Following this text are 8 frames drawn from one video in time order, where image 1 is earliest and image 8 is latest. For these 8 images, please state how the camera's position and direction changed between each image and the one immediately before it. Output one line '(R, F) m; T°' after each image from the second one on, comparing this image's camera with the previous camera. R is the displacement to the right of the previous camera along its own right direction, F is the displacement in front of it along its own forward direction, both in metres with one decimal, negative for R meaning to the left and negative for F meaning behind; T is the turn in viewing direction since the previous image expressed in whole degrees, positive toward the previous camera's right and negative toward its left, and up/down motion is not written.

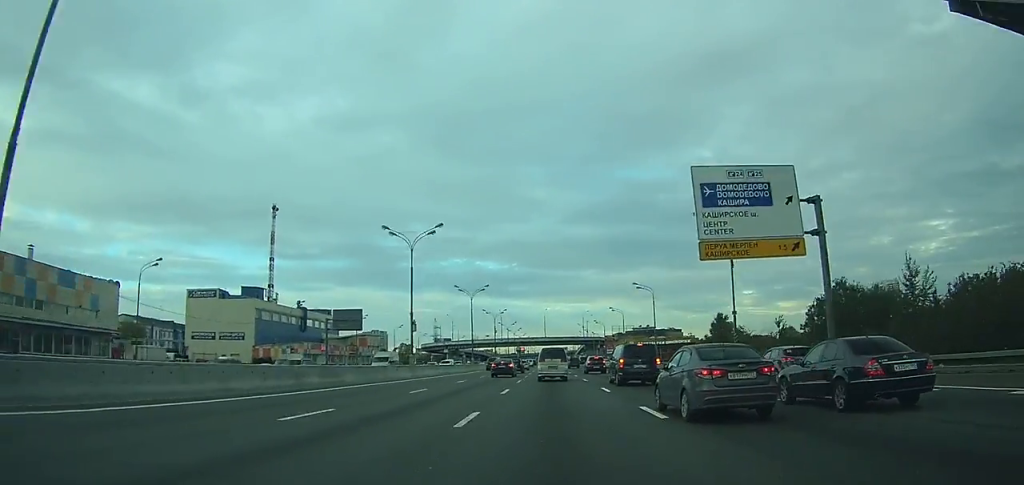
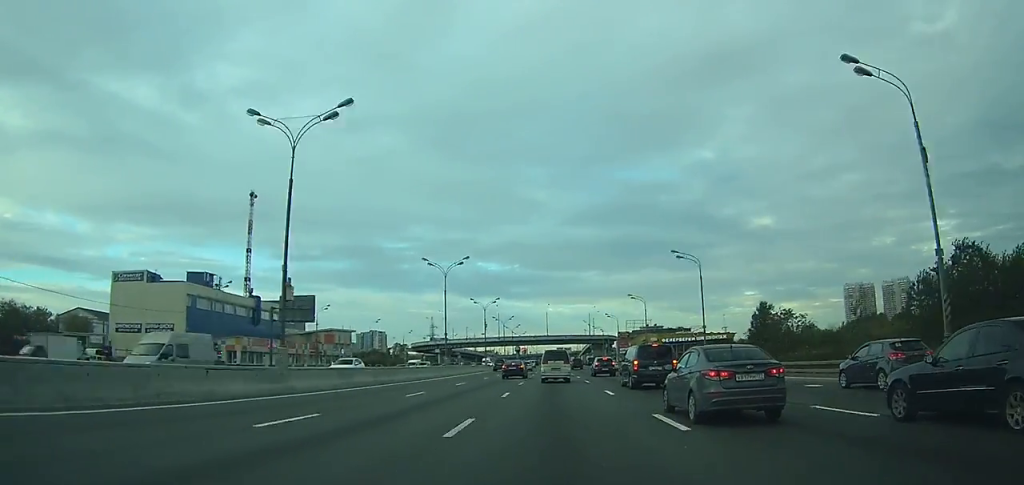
(-0.1, +23.7) m; 0°
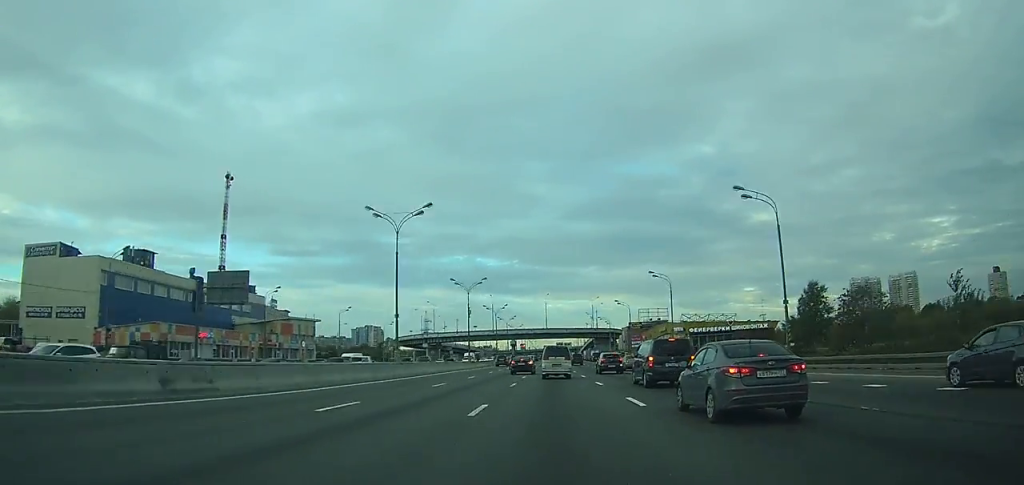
(-0.1, +19.5) m; 0°
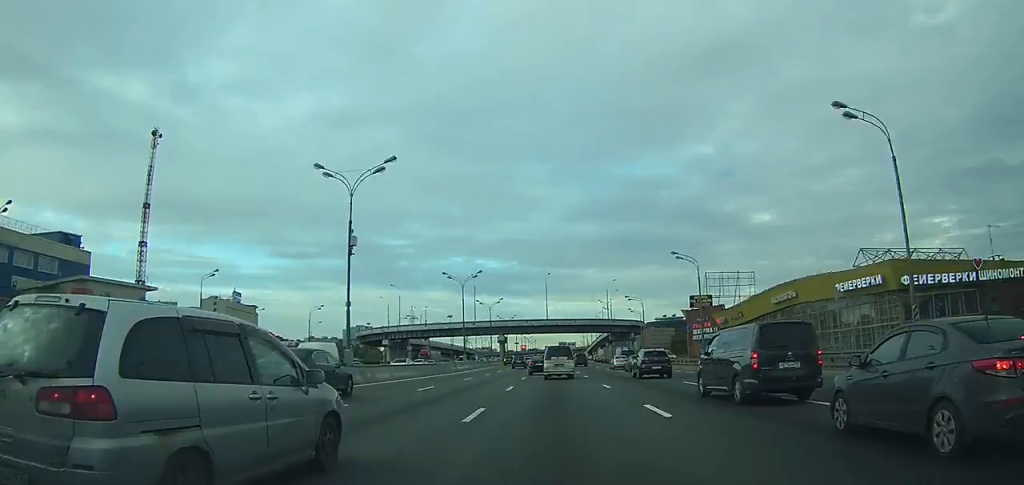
(+0.1, +49.1) m; 0°
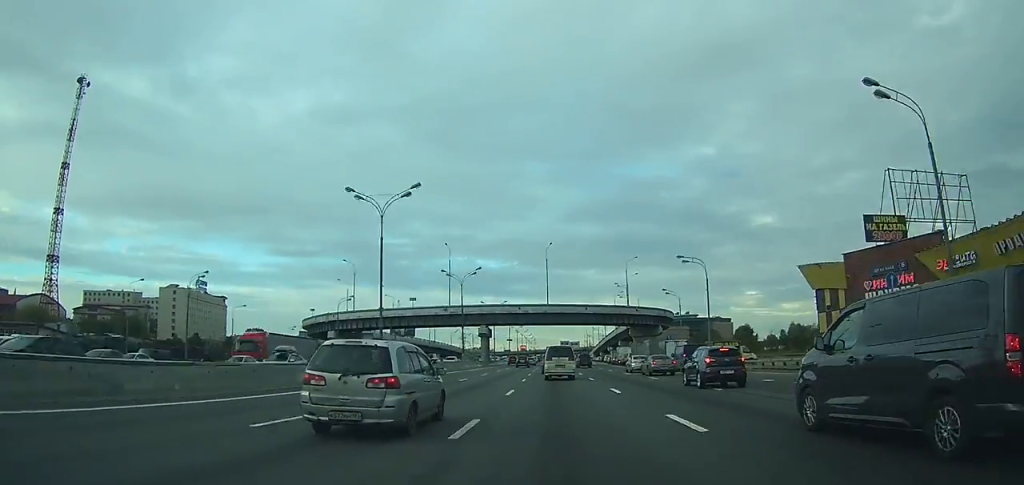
(0.0, +41.0) m; 0°
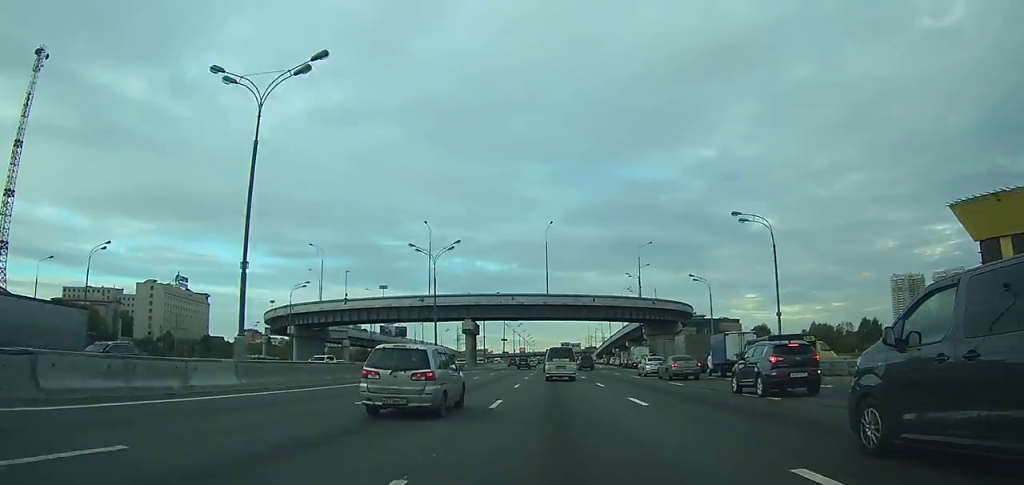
(-0.1, +19.0) m; 0°
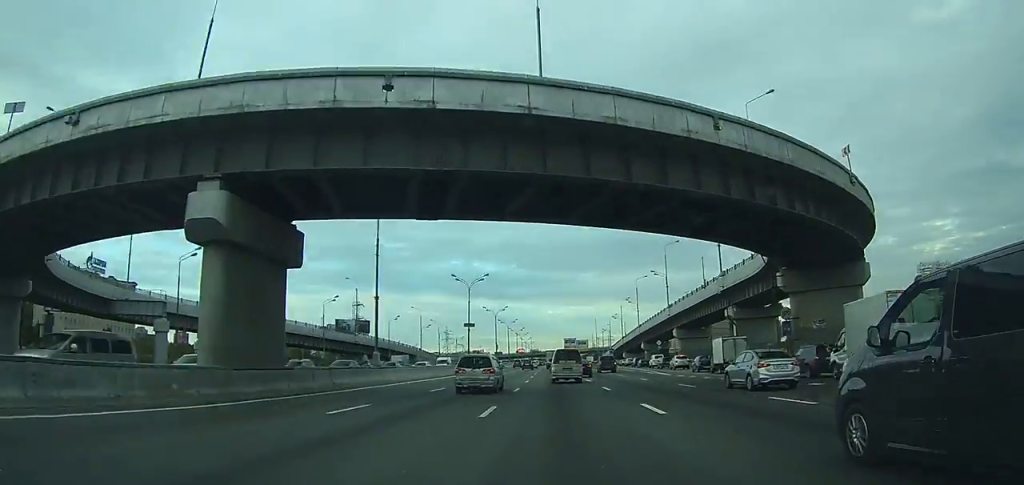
(0.0, +63.3) m; 0°
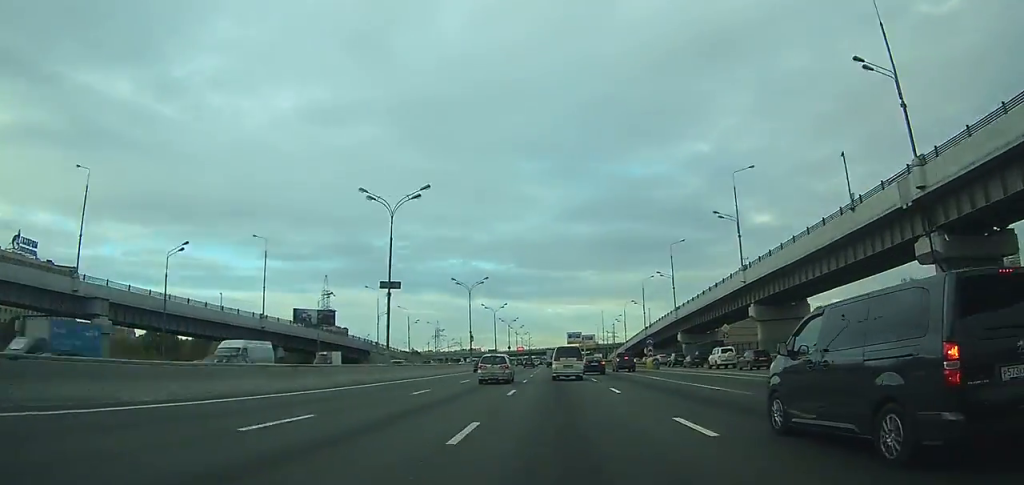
(+0.1, +38.5) m; 0°
